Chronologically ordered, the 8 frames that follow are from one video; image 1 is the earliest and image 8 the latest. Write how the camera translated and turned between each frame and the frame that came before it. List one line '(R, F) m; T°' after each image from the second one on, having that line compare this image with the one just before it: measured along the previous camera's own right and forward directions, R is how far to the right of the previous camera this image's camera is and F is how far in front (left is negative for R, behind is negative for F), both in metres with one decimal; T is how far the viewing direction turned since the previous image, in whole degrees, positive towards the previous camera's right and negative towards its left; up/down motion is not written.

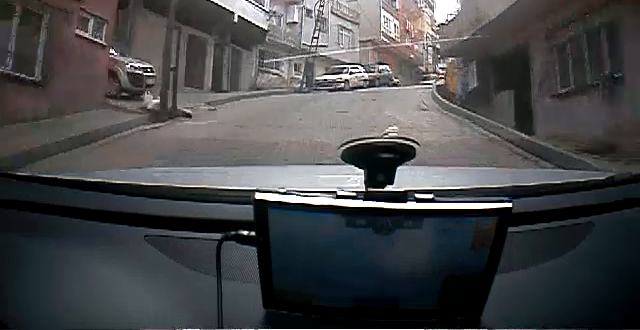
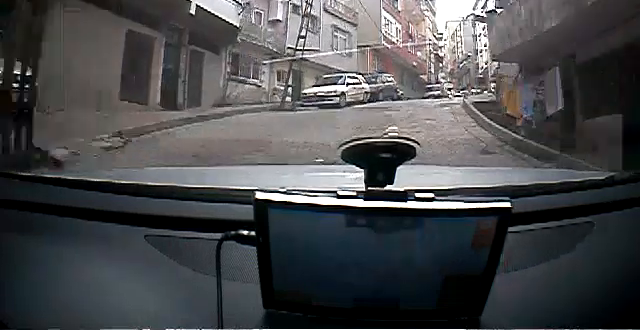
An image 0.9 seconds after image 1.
(-0.1, +4.8) m; +3°
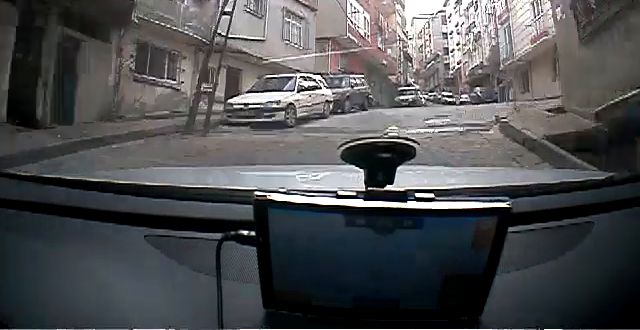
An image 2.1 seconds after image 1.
(+0.7, +5.6) m; +13°
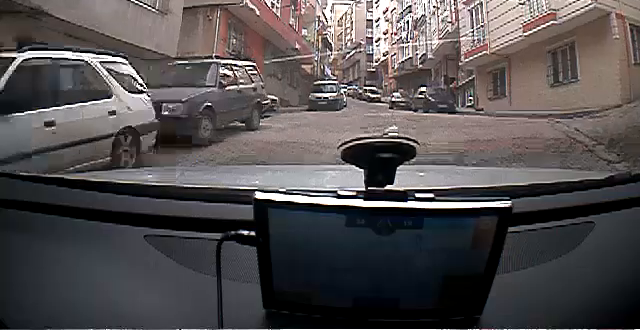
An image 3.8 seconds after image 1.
(+1.1, +7.9) m; +11°
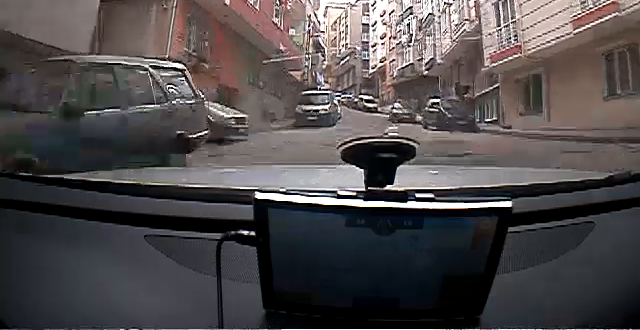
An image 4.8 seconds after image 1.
(0.0, +4.3) m; -4°
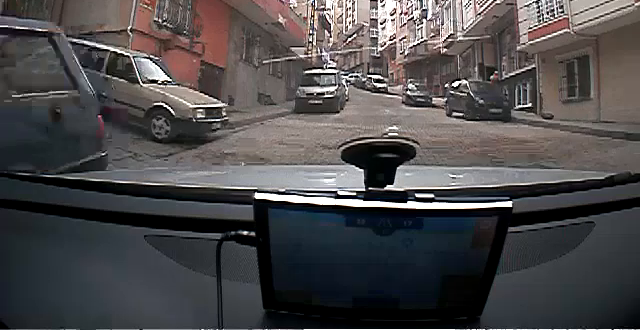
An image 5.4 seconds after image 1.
(-0.2, +2.8) m; -4°
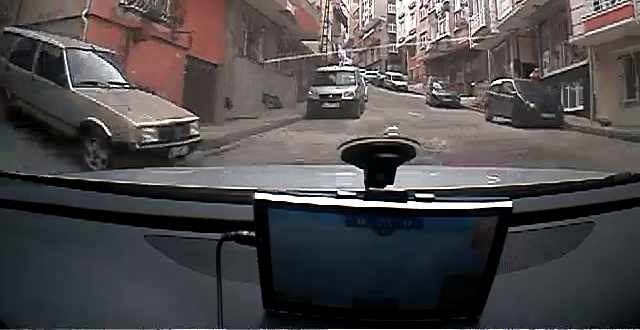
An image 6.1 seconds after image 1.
(-0.1, +2.8) m; -3°
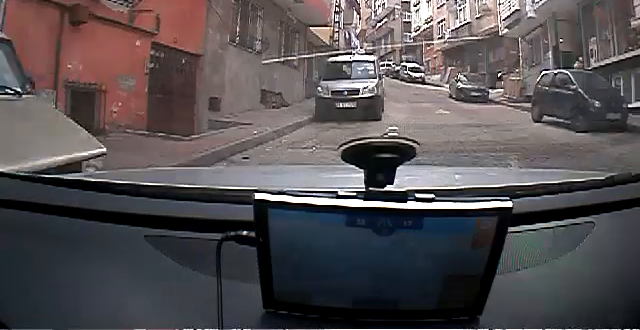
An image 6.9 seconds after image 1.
(0.0, +3.2) m; 0°
